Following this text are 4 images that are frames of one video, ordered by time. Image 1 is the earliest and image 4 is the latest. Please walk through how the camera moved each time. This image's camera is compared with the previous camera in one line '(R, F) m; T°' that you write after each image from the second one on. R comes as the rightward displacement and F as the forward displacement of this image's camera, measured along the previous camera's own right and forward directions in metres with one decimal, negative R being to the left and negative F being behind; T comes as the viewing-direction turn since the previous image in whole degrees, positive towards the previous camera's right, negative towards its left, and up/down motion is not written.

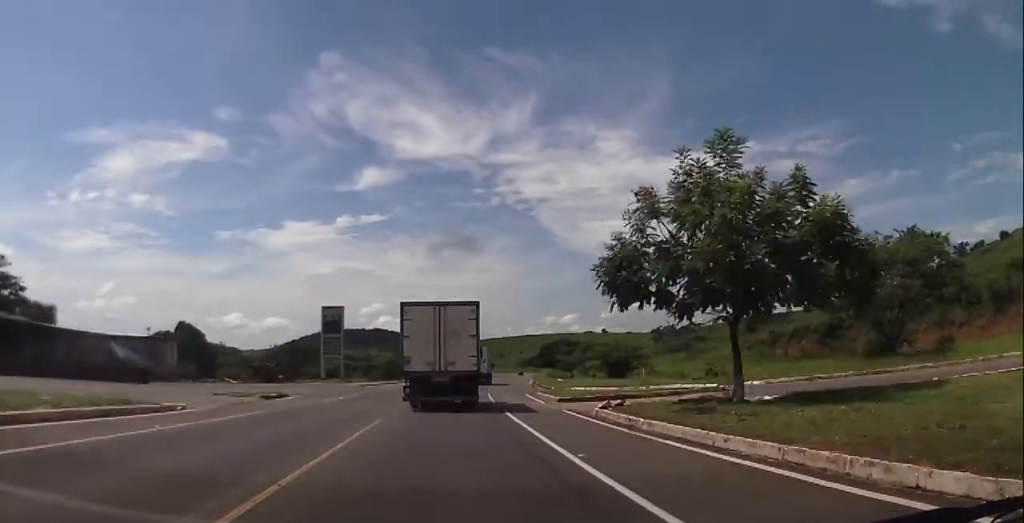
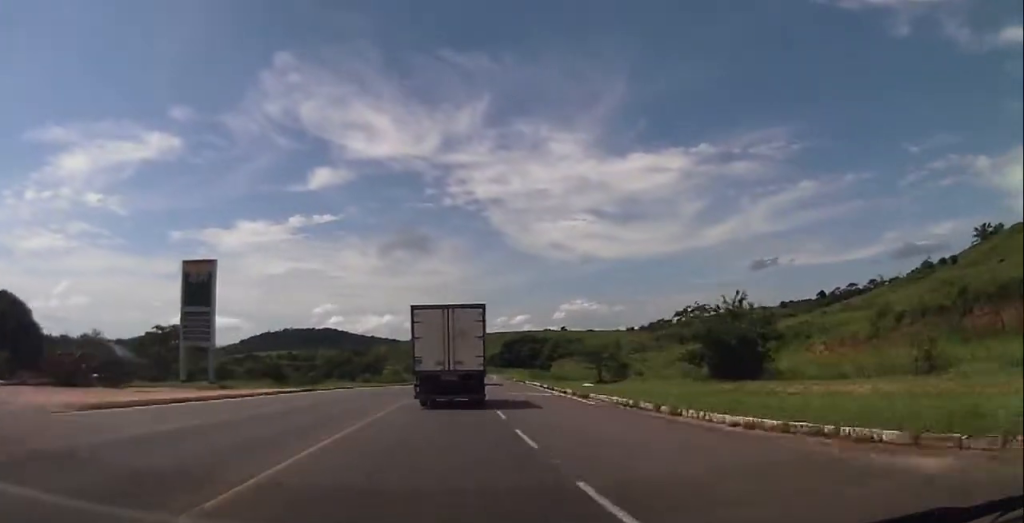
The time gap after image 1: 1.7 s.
(+1.4, +45.7) m; +3°
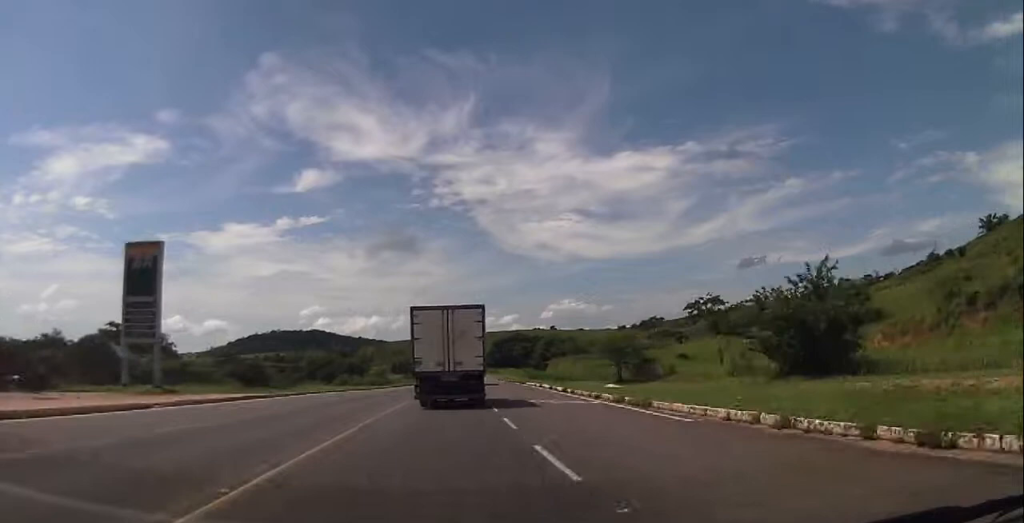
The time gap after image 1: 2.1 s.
(-0.1, +11.0) m; +1°
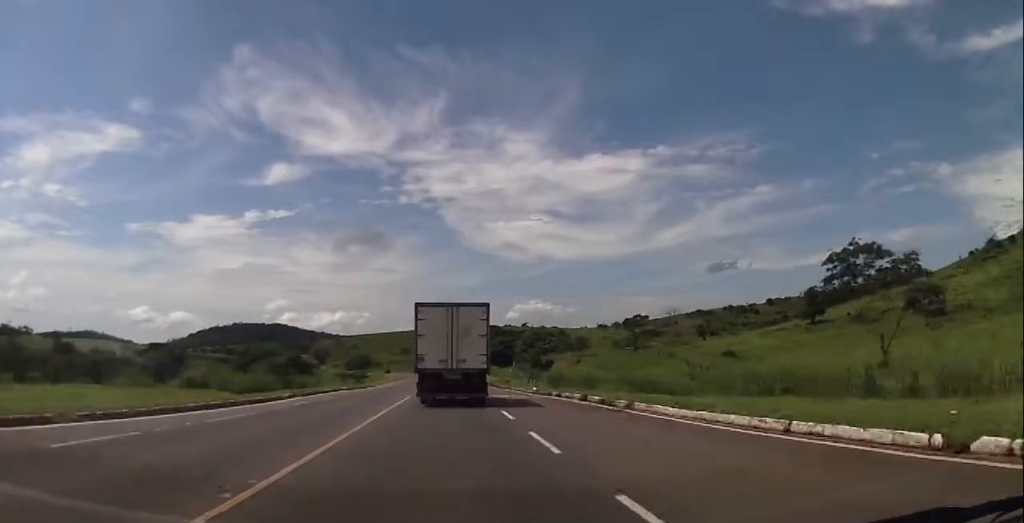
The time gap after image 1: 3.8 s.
(+2.0, +48.2) m; +4°
